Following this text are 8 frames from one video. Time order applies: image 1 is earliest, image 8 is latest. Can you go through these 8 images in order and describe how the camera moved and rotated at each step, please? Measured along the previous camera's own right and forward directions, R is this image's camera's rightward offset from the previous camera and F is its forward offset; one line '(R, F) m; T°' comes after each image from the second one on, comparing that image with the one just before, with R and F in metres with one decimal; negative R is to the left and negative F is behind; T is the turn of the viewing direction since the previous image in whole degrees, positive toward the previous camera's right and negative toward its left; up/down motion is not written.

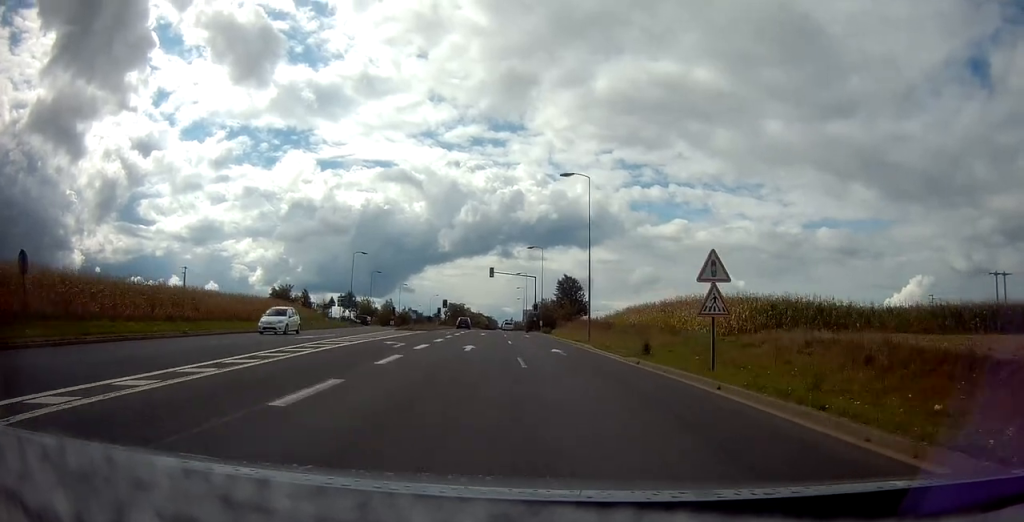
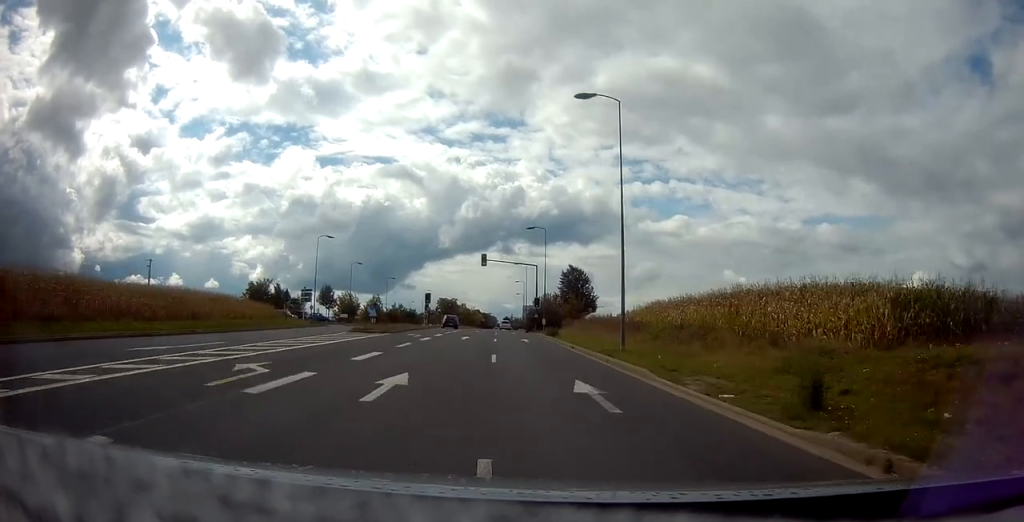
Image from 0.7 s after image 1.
(-0.1, +12.3) m; -1°
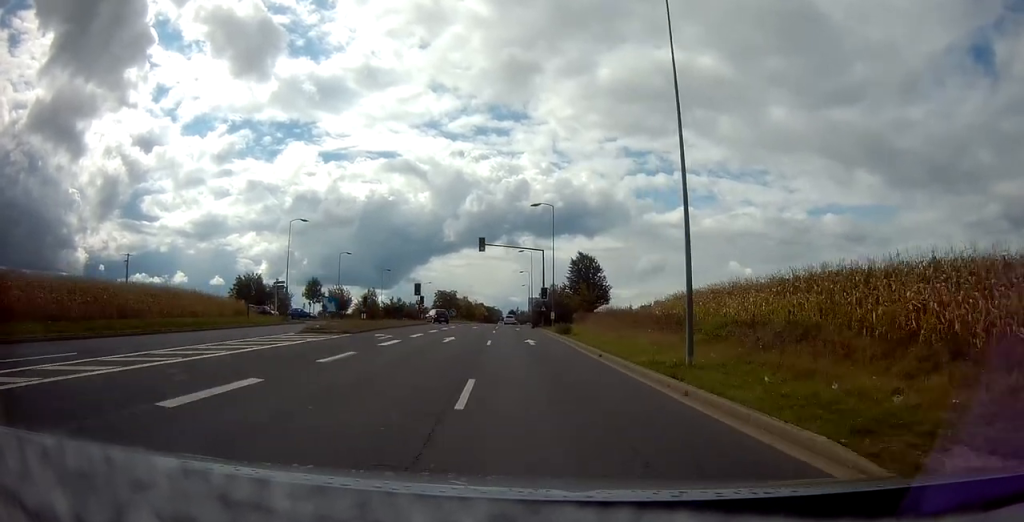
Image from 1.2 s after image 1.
(-0.2, +8.4) m; 0°
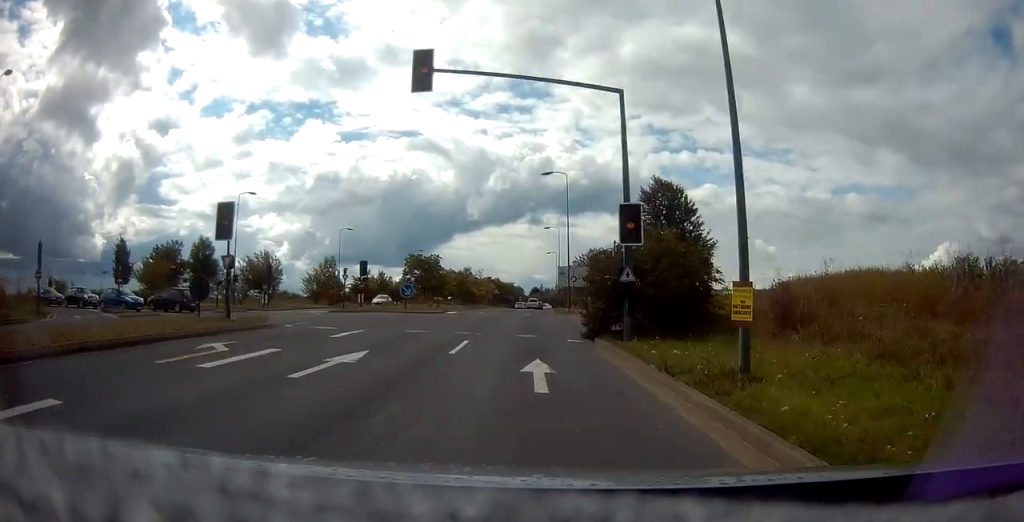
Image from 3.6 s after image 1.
(0.0, +37.7) m; -2°
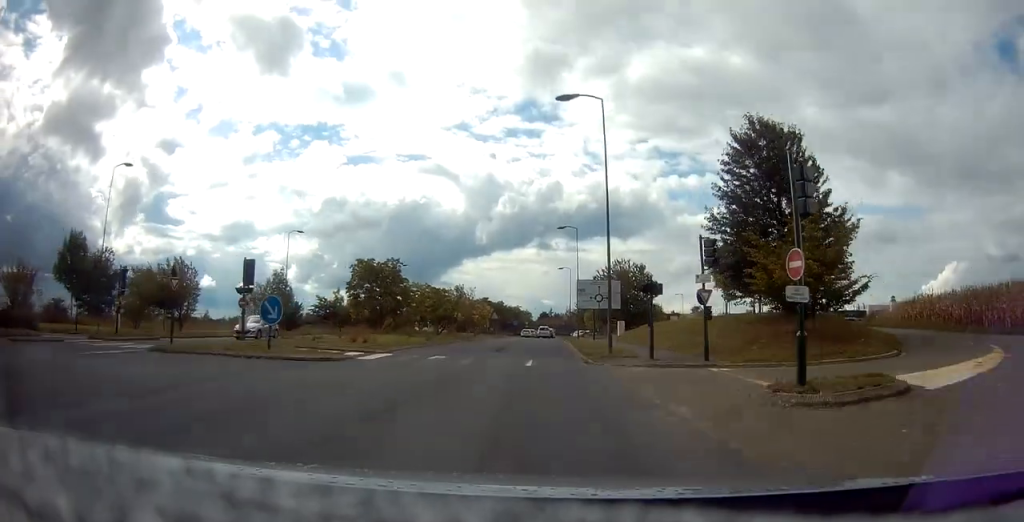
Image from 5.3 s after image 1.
(-0.4, +20.1) m; 0°
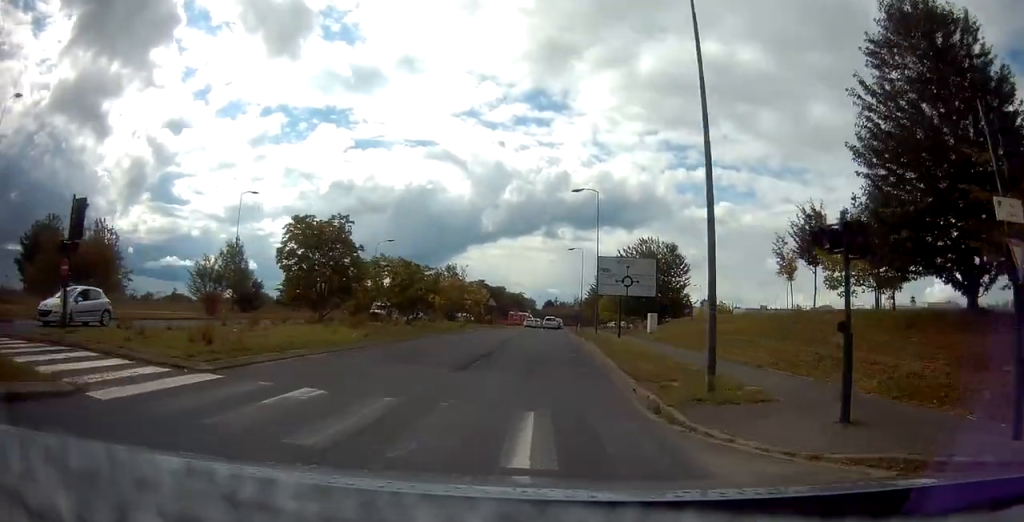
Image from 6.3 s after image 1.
(+0.1, +11.6) m; +1°
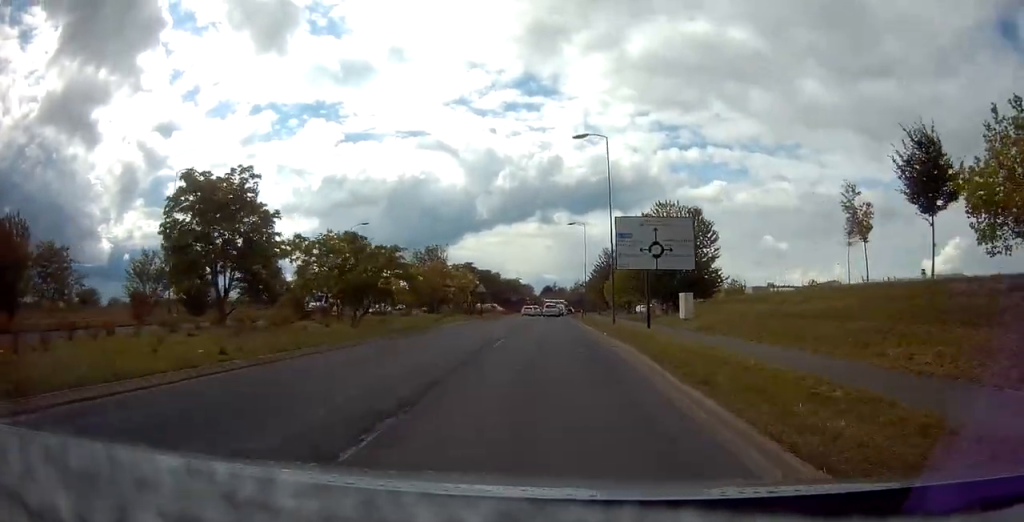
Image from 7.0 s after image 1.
(0.0, +9.0) m; 0°
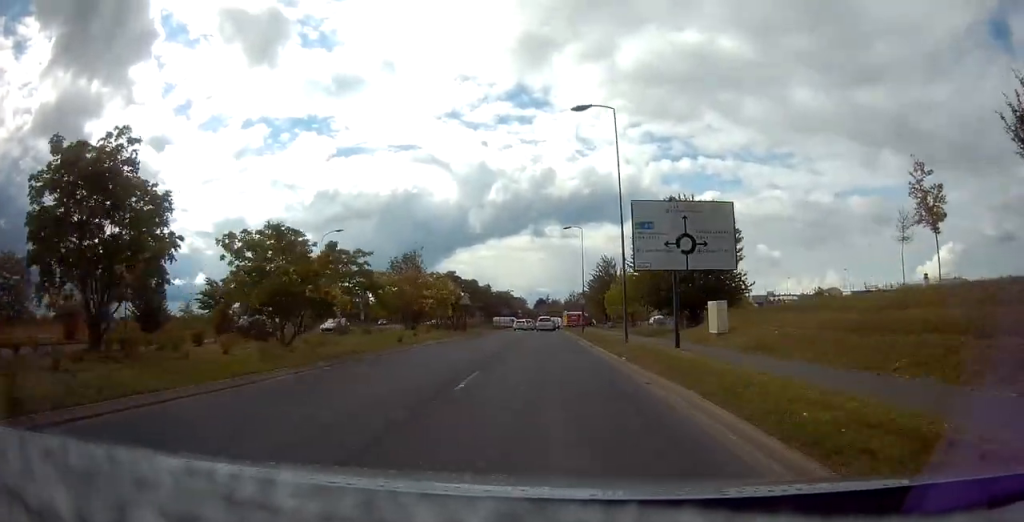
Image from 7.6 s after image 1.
(0.0, +6.3) m; 0°
